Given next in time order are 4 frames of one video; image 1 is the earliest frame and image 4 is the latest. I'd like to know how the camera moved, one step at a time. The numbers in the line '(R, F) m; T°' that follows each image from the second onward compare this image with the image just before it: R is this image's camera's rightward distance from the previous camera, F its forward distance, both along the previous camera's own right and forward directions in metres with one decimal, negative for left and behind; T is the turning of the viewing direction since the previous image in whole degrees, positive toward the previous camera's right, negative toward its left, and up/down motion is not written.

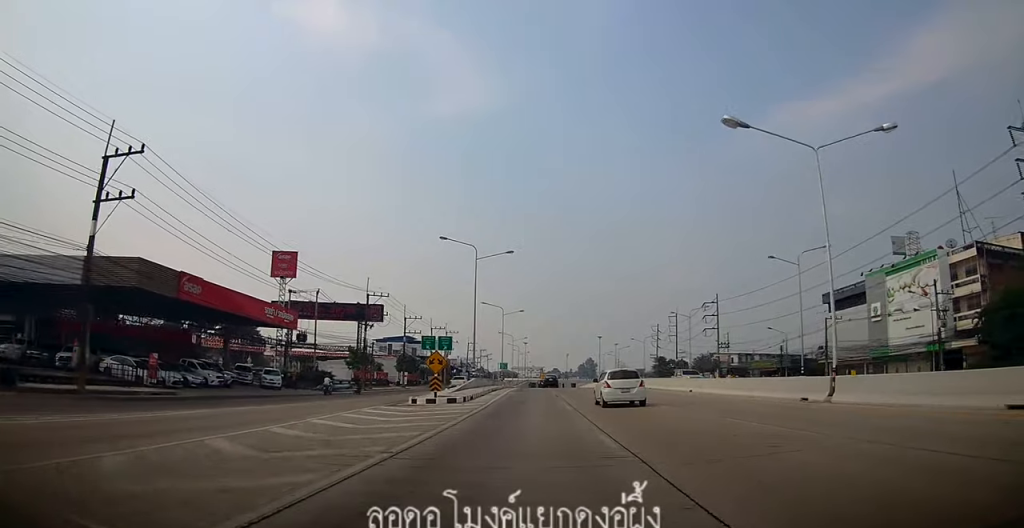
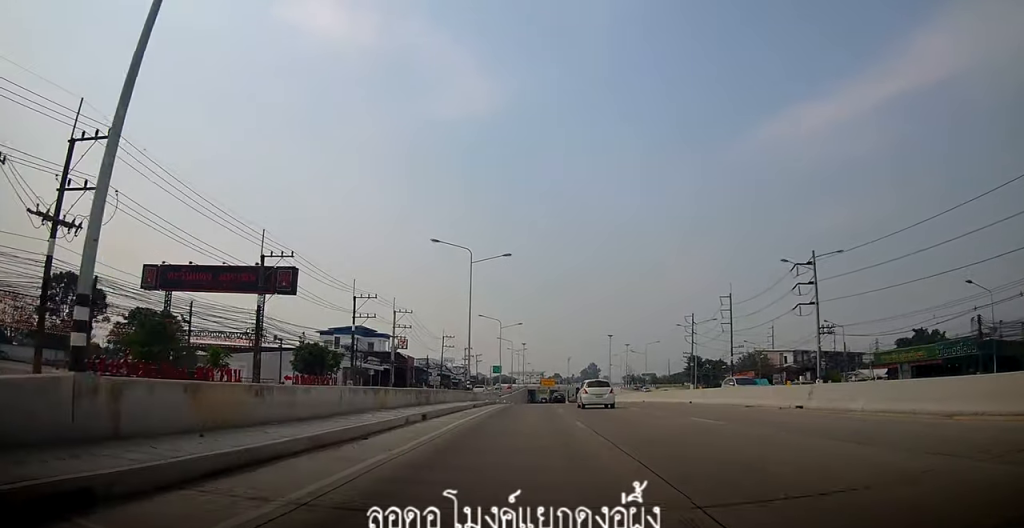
(-2.6, +42.6) m; -4°
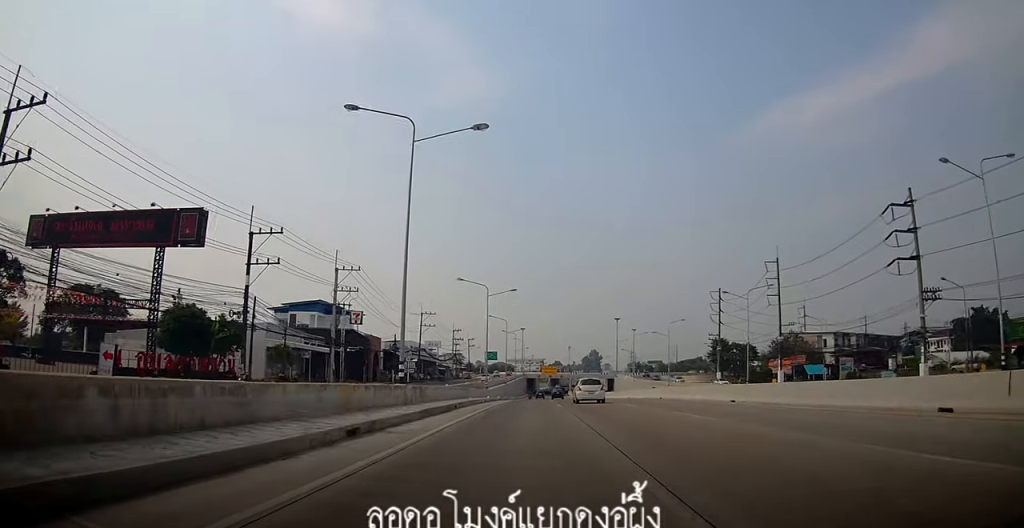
(+1.0, +22.2) m; +4°
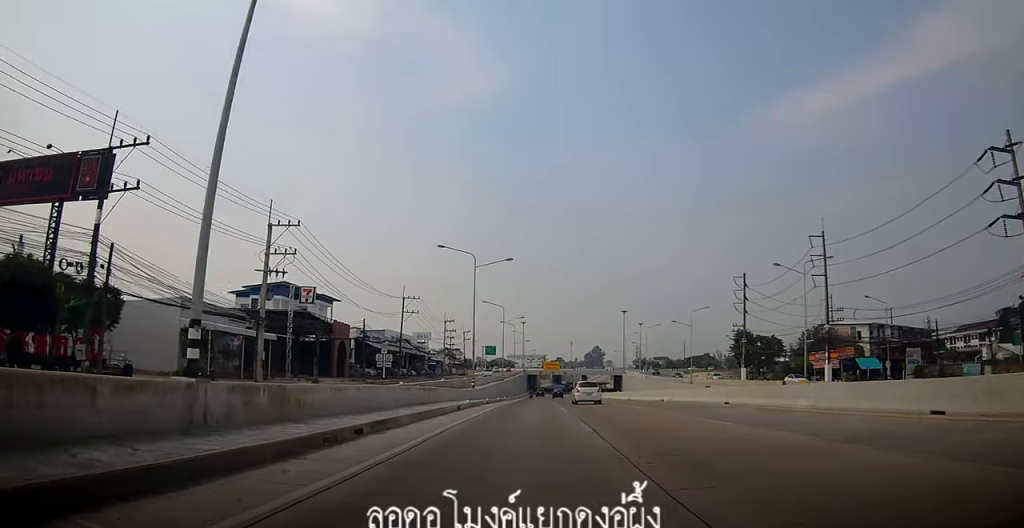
(-0.2, +14.5) m; 0°
